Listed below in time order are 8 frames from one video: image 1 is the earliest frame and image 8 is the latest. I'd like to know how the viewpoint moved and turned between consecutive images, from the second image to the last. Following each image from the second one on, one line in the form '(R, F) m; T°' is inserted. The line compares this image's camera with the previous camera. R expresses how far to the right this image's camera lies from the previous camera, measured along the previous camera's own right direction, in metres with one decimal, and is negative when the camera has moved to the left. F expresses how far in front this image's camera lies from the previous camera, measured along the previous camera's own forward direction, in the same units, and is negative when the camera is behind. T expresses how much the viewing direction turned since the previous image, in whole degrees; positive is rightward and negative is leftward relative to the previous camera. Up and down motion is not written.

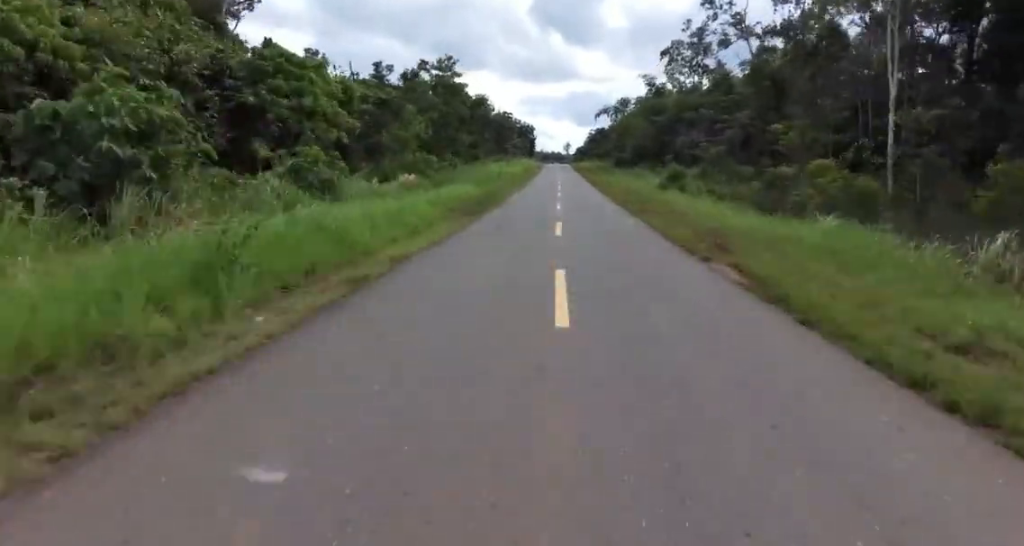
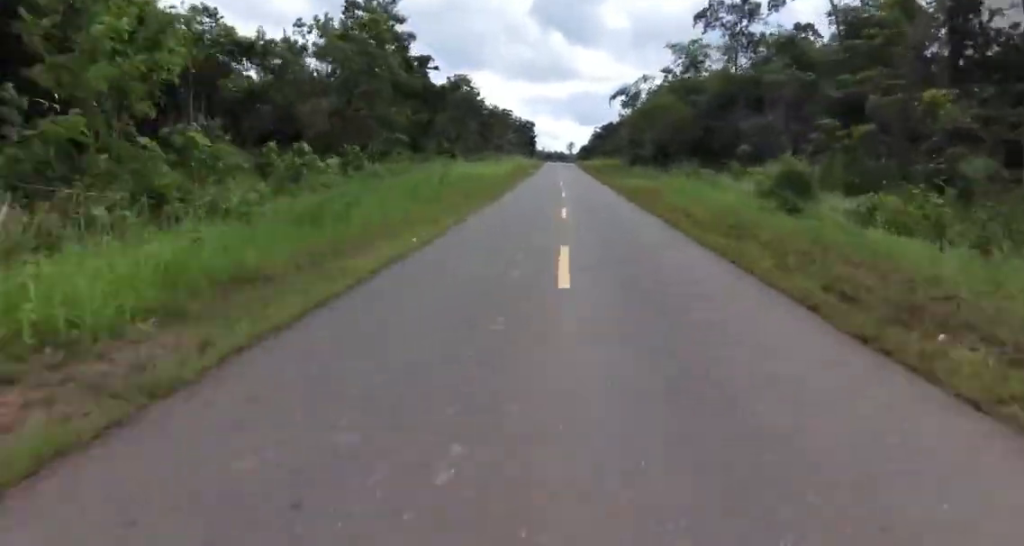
(0.0, +21.3) m; 0°
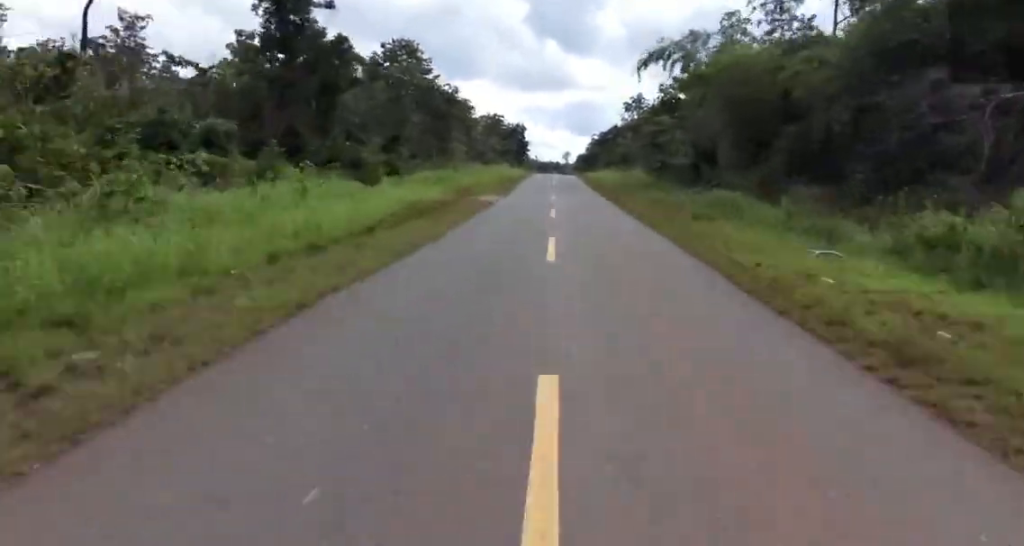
(-0.2, +28.7) m; 0°
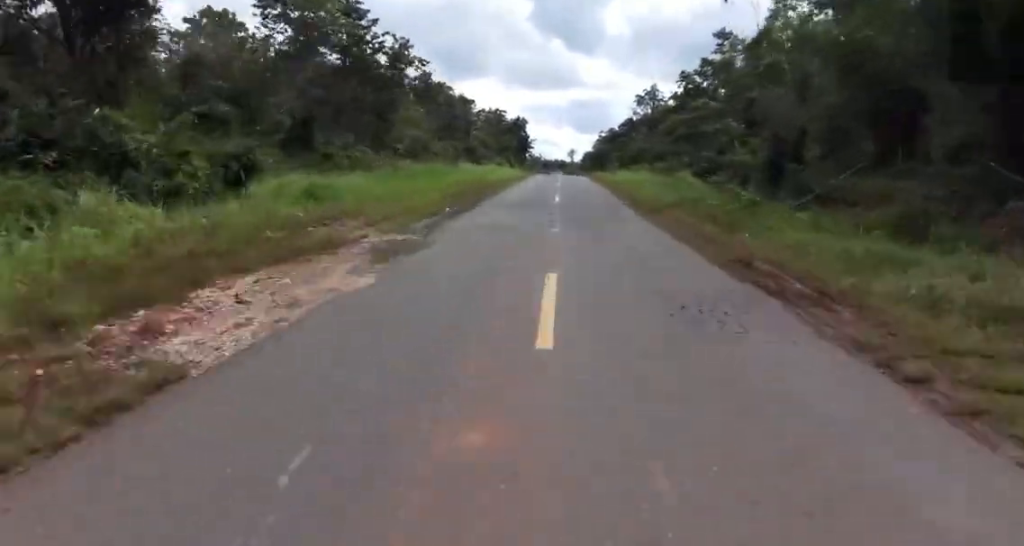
(-0.2, +20.1) m; +1°
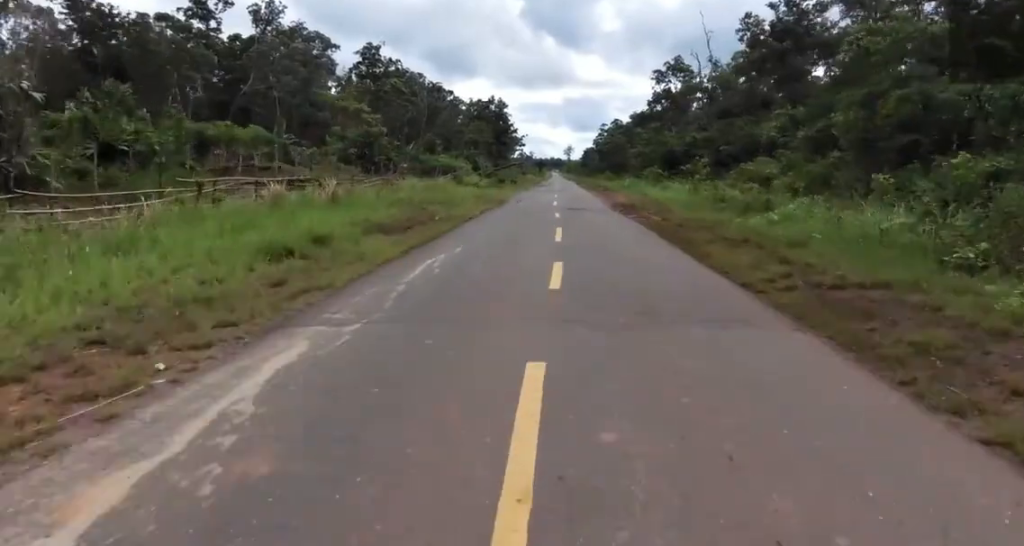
(+2.4, +50.2) m; +2°
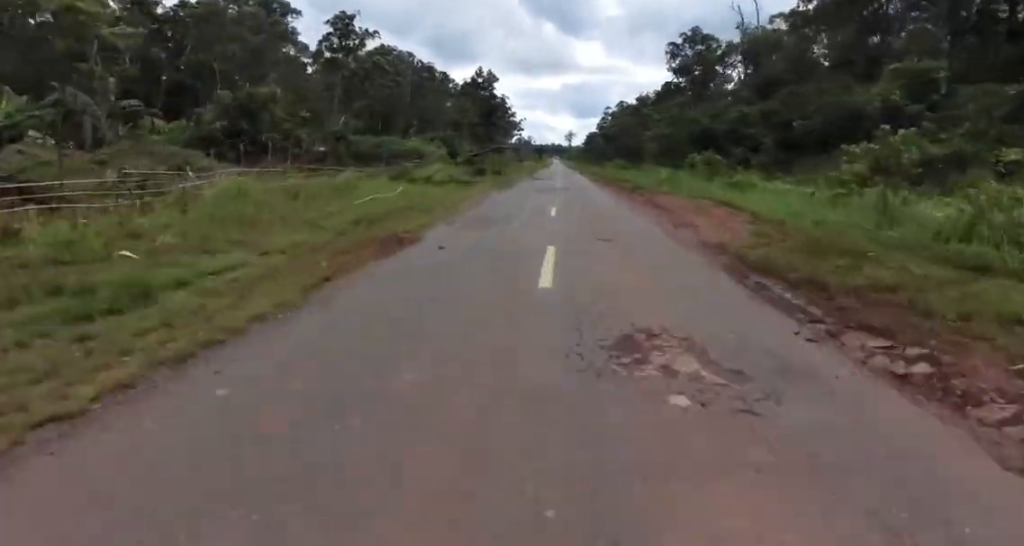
(-0.2, +17.6) m; -3°
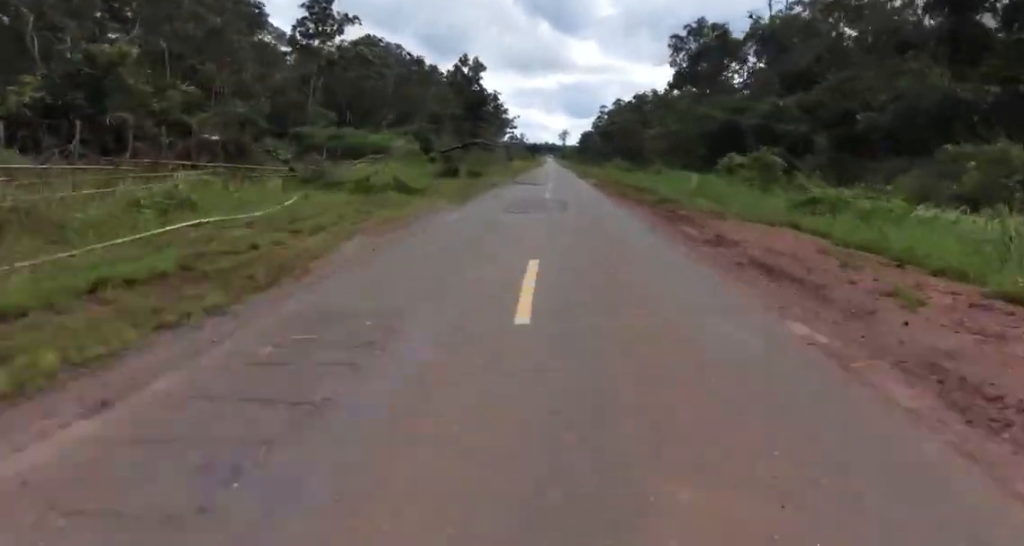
(-0.4, +9.3) m; -1°
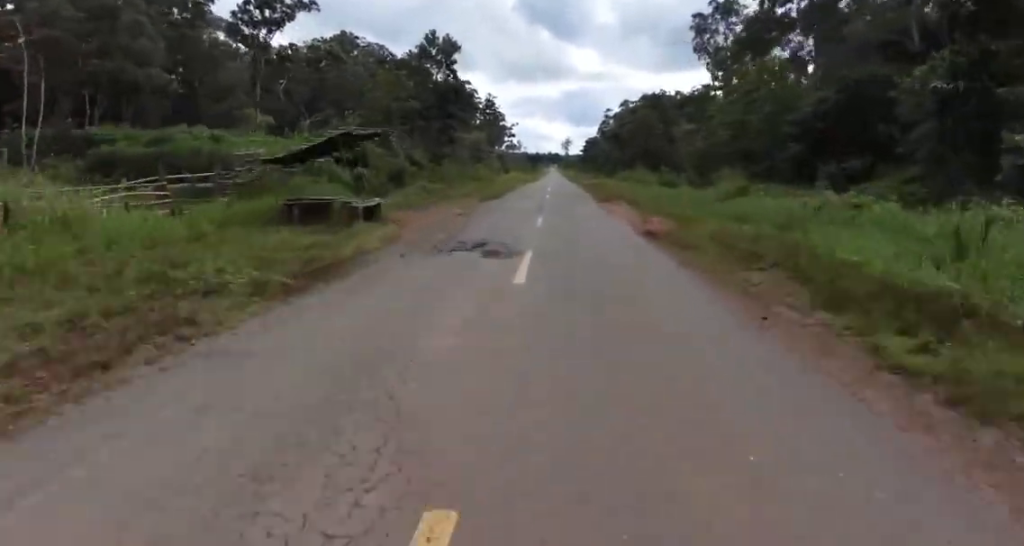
(-0.5, +22.7) m; 0°
